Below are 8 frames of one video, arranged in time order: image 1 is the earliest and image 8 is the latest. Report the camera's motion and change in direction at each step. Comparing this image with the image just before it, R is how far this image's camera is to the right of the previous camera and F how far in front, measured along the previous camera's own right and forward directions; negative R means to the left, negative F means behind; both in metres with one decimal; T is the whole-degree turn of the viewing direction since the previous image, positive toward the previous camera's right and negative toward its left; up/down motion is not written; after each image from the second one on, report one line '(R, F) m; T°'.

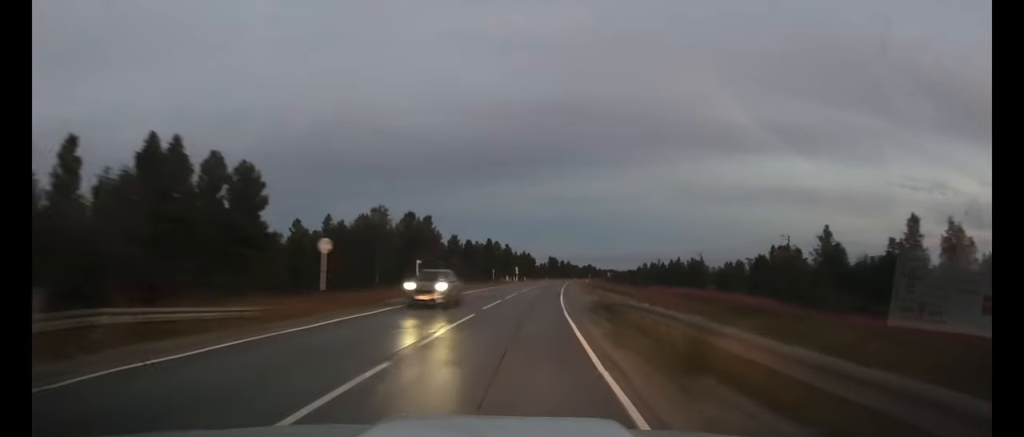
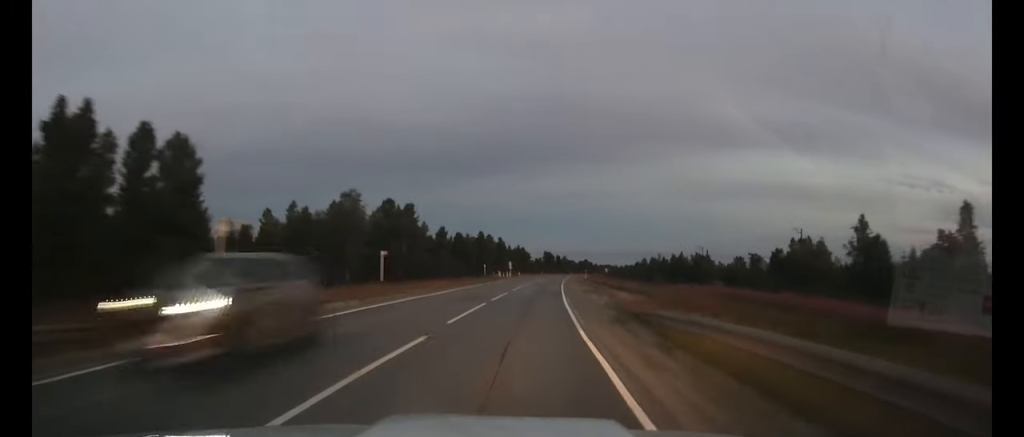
(0.0, +9.4) m; +1°
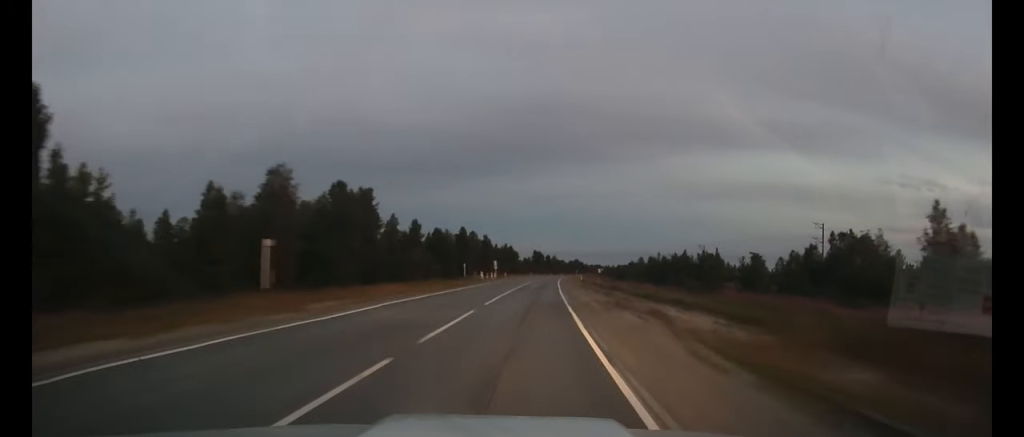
(+0.1, +15.0) m; +1°
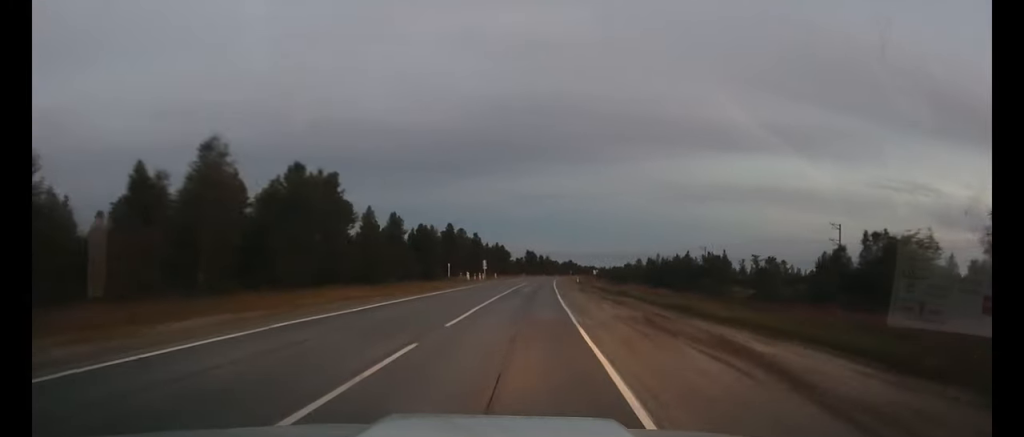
(+0.1, +9.3) m; +1°
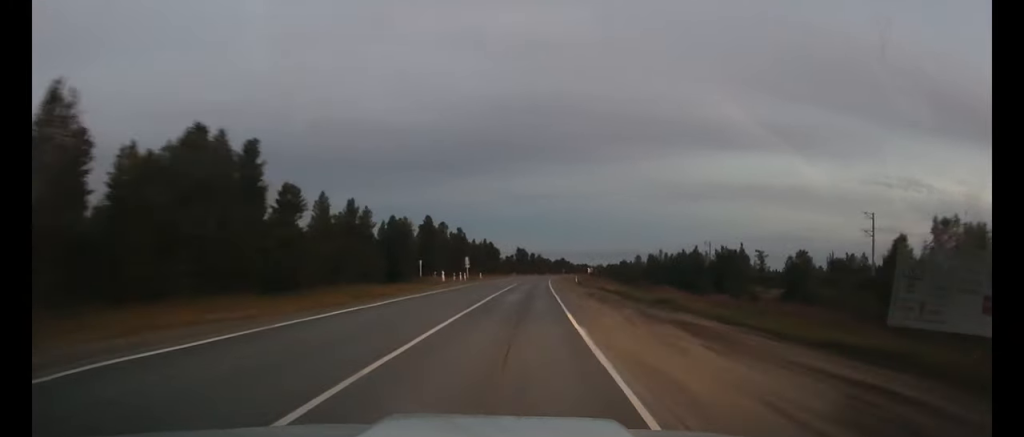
(+0.1, +14.2) m; +1°
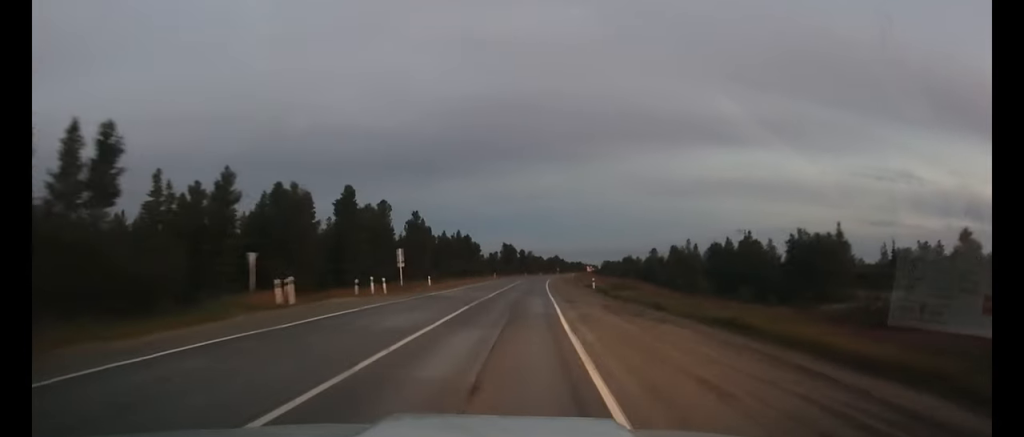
(+0.9, +37.0) m; +2°
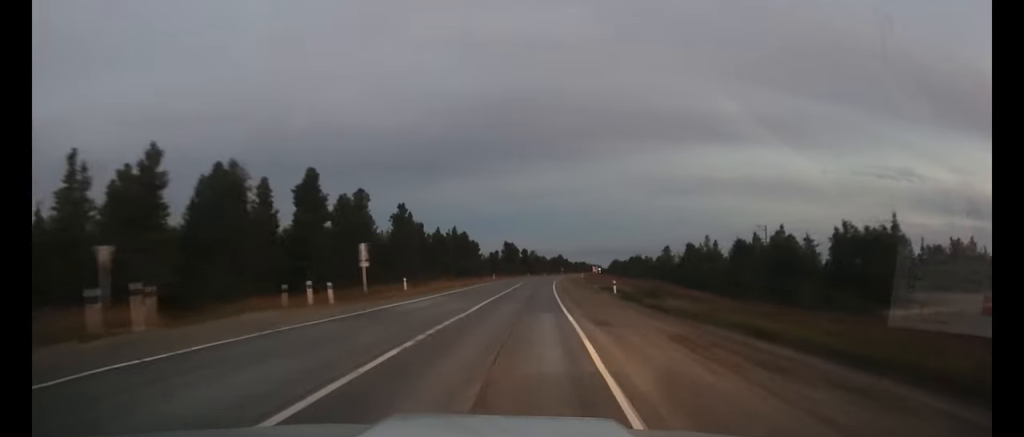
(0.0, +11.4) m; 0°
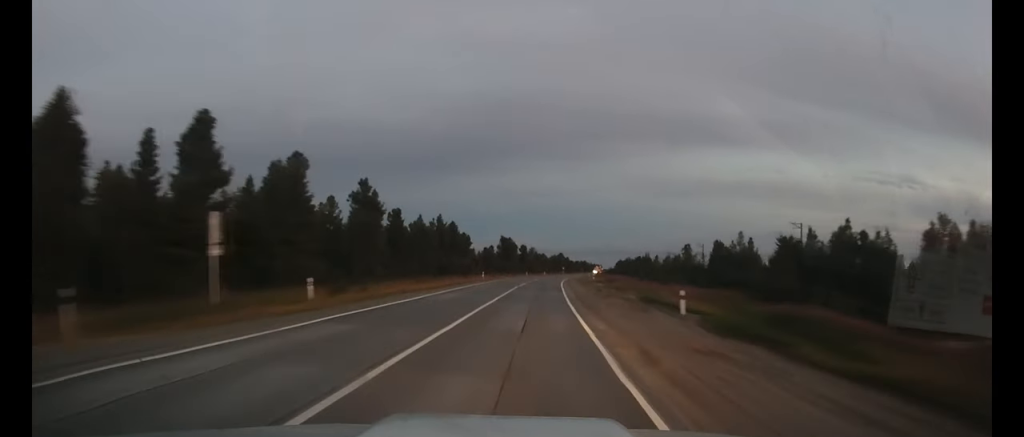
(-0.1, +18.4) m; 0°
